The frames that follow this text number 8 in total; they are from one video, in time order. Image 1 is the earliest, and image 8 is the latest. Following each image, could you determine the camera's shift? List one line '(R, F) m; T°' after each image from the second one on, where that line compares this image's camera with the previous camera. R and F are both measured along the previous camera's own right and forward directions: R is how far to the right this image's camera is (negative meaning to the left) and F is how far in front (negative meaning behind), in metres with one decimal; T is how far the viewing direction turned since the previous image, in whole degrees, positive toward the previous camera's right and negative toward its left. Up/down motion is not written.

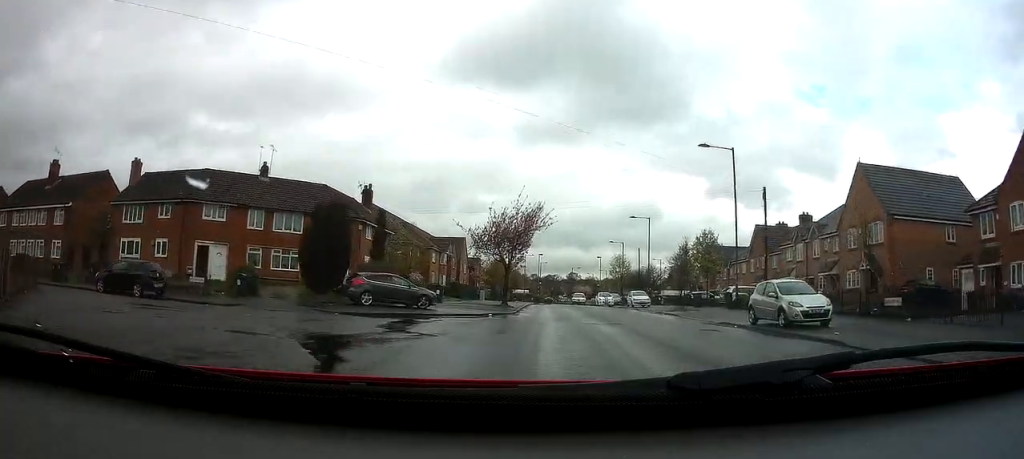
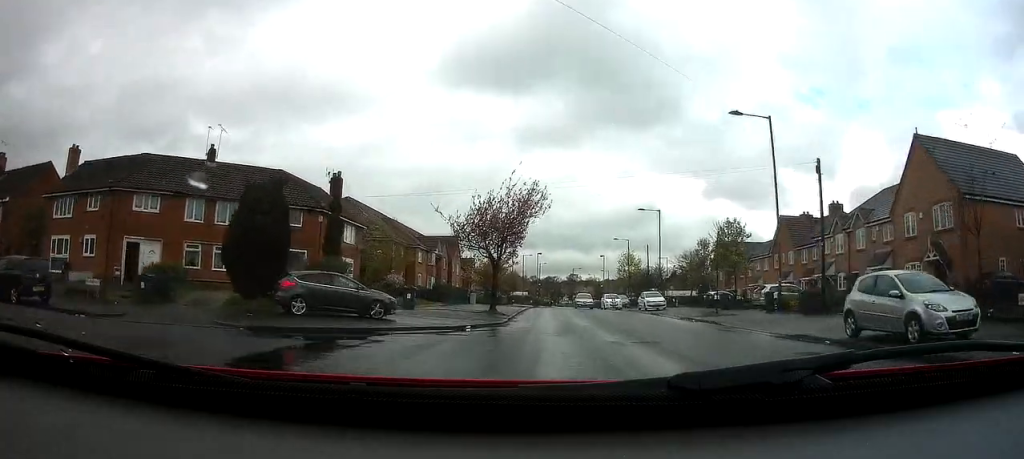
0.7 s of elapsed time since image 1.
(-0.1, +7.0) m; 0°
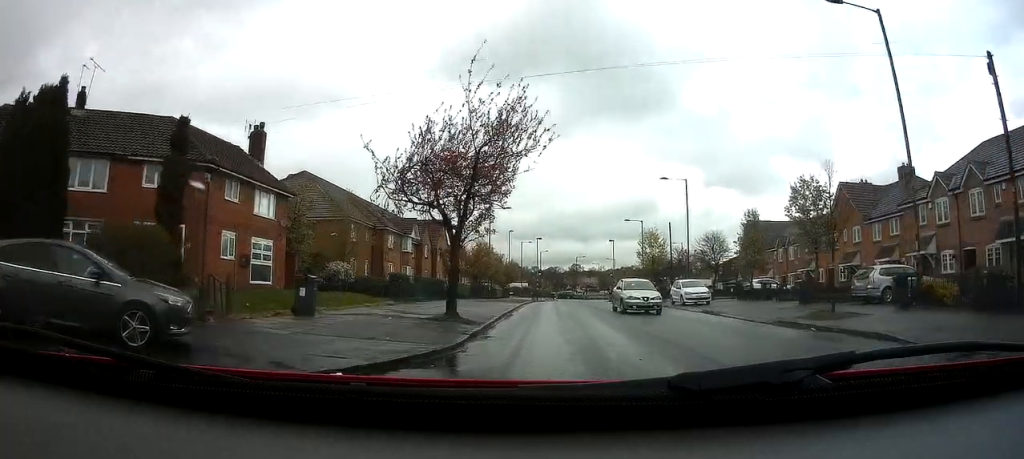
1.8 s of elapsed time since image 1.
(0.0, +12.0) m; 0°
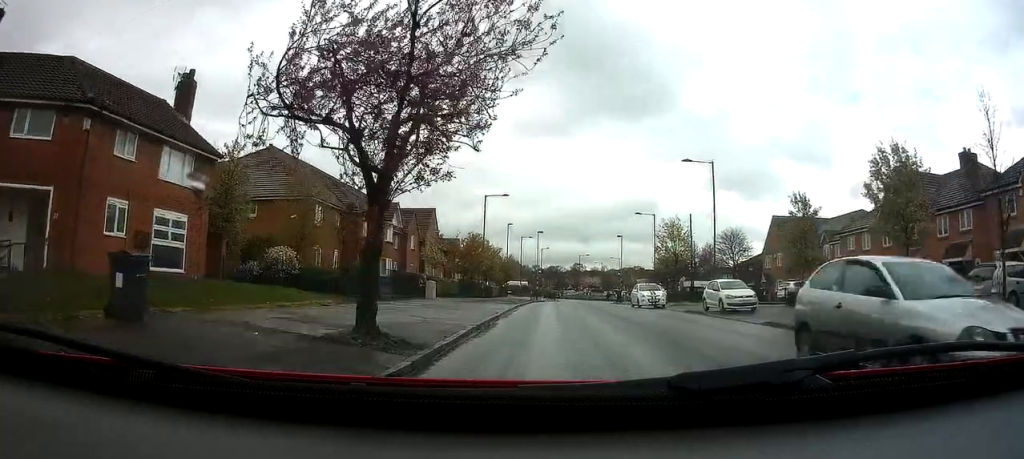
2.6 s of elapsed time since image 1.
(0.0, +7.4) m; 0°
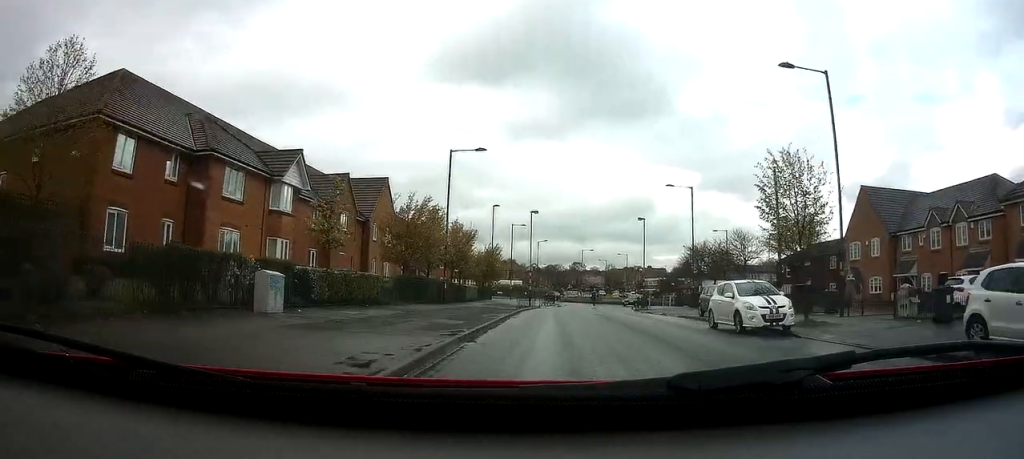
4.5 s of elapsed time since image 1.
(0.0, +19.0) m; 0°
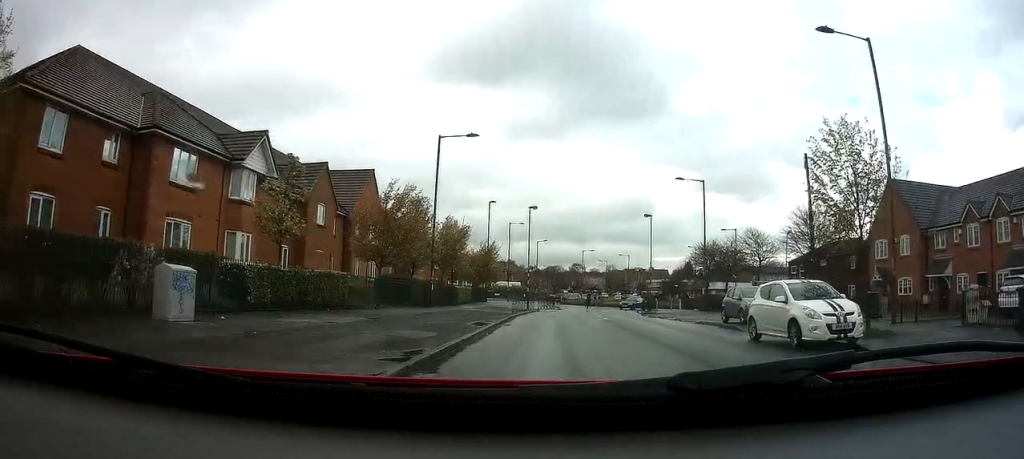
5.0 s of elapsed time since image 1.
(0.0, +4.1) m; 0°
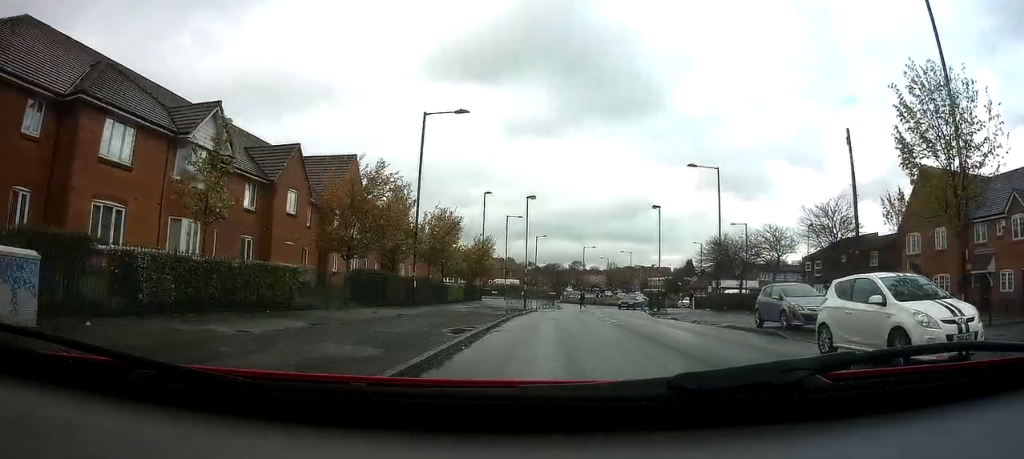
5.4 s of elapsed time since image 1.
(0.0, +4.3) m; 0°
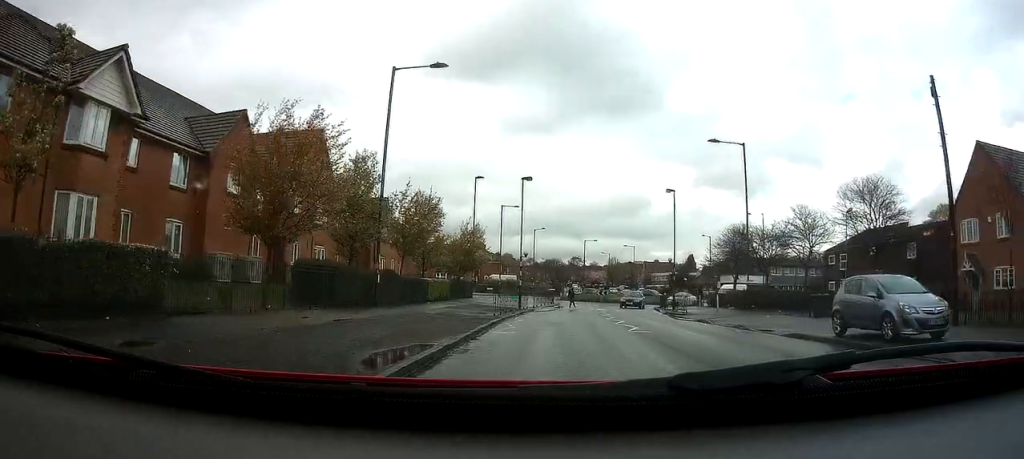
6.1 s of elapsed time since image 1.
(0.0, +6.4) m; 0°
